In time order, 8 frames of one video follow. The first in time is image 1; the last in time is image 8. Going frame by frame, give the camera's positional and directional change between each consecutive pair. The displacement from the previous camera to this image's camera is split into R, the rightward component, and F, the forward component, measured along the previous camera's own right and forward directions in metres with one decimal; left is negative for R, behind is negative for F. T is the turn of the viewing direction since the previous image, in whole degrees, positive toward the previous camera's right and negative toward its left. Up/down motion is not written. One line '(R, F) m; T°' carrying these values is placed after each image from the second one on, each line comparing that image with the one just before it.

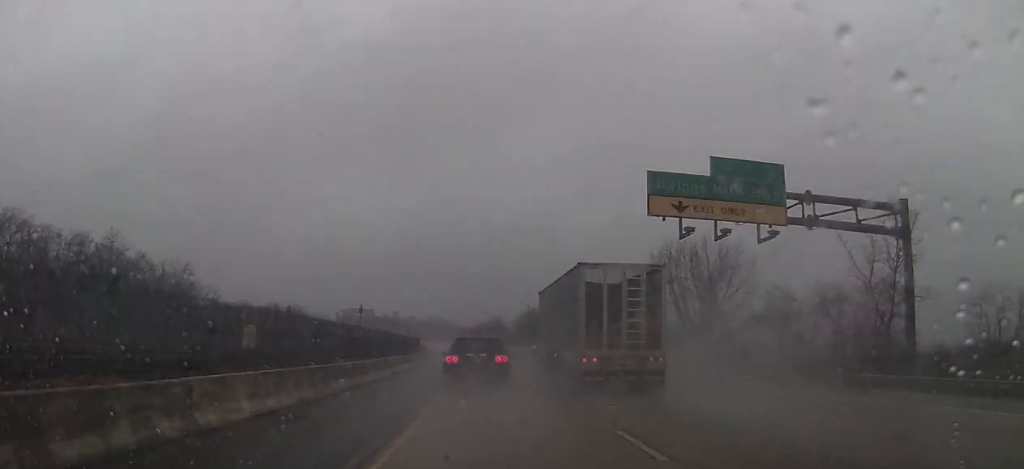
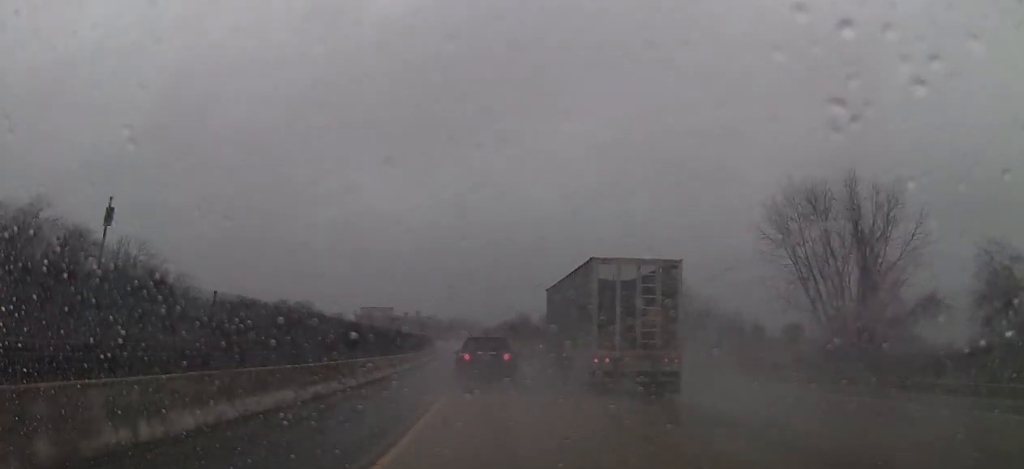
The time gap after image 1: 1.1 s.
(-0.6, +29.5) m; -1°
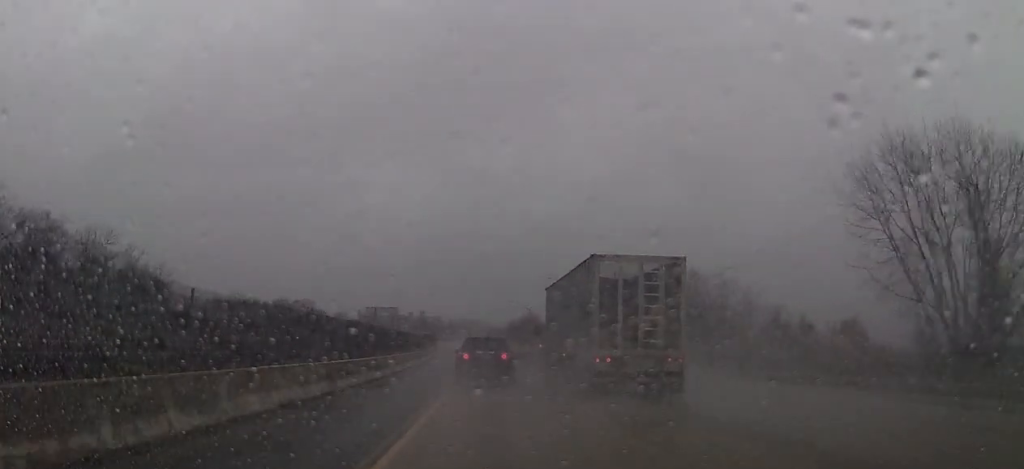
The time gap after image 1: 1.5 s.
(-0.1, +12.0) m; 0°
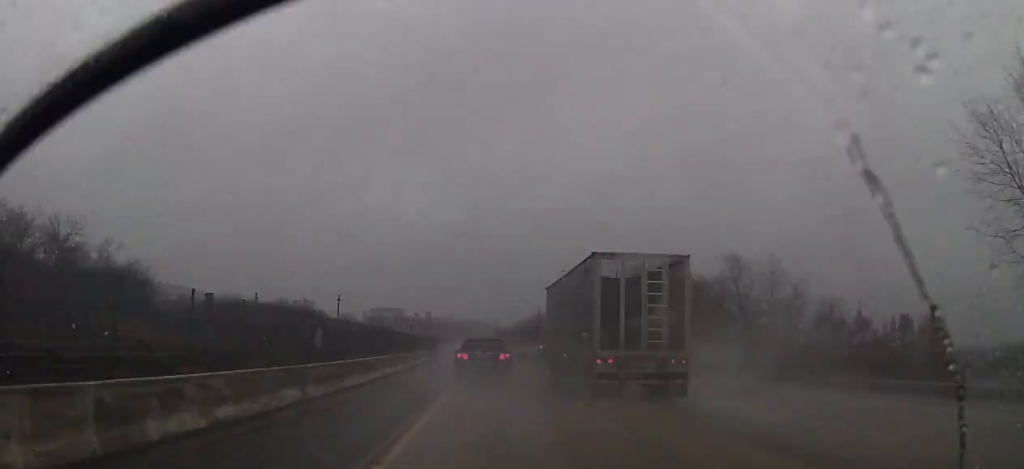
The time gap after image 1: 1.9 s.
(+0.1, +12.1) m; -1°
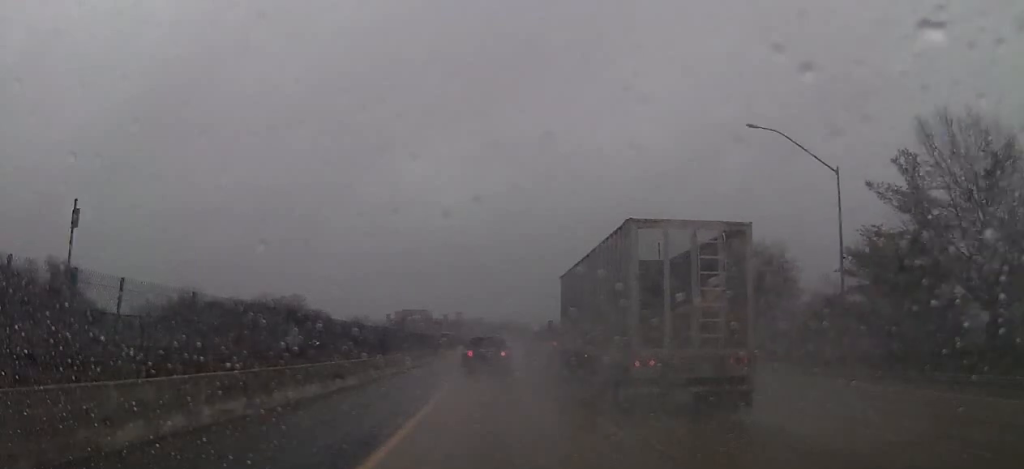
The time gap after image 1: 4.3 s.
(-3.2, +65.7) m; -4°
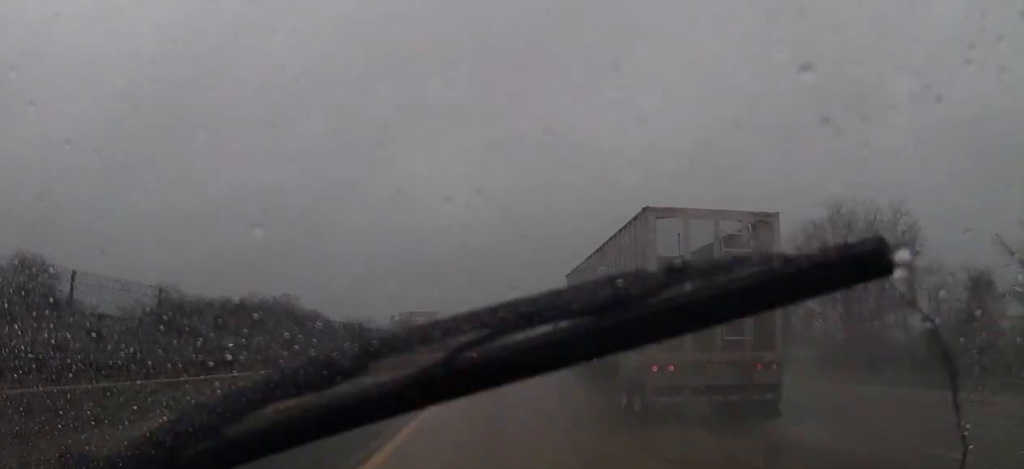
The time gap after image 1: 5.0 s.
(+0.3, +19.6) m; 0°
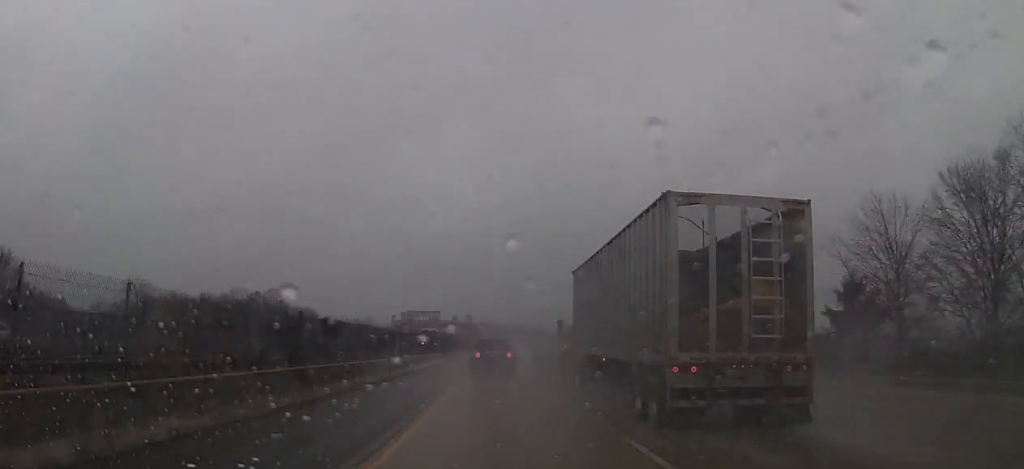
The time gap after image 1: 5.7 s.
(+0.1, +19.6) m; -1°
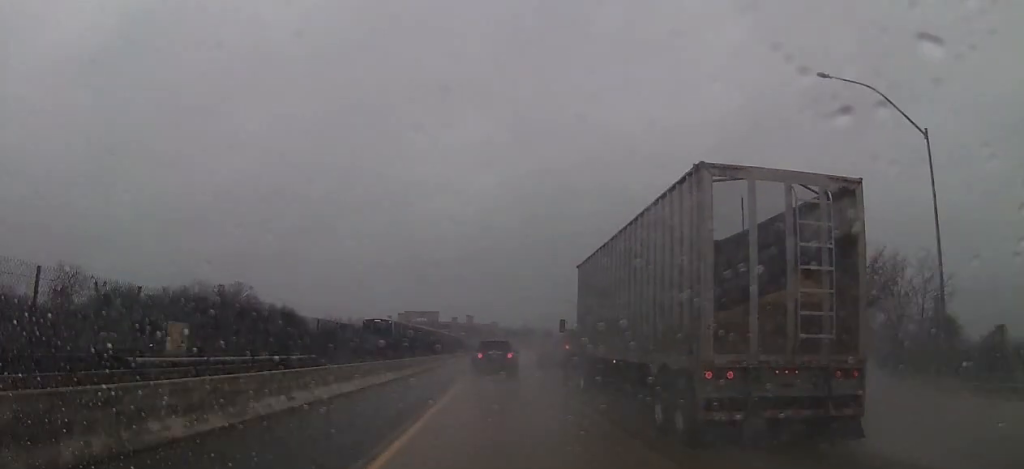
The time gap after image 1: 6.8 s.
(-0.6, +29.8) m; -2°
